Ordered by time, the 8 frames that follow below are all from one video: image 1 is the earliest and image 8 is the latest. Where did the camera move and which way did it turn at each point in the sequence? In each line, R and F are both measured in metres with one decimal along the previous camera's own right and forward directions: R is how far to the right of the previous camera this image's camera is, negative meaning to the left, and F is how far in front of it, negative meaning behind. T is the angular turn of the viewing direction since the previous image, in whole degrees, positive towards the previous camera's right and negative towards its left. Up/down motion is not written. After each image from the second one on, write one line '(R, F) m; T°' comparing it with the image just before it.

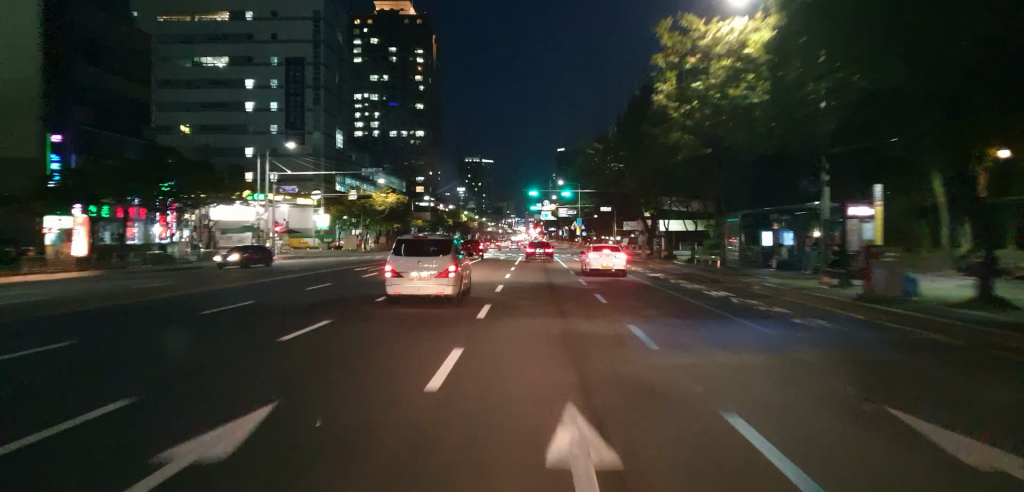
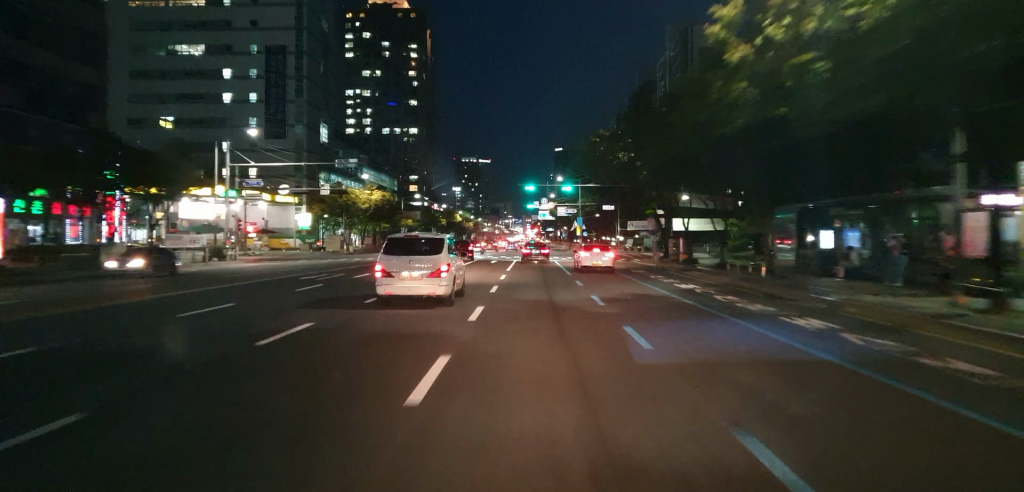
(0.0, +9.3) m; 0°
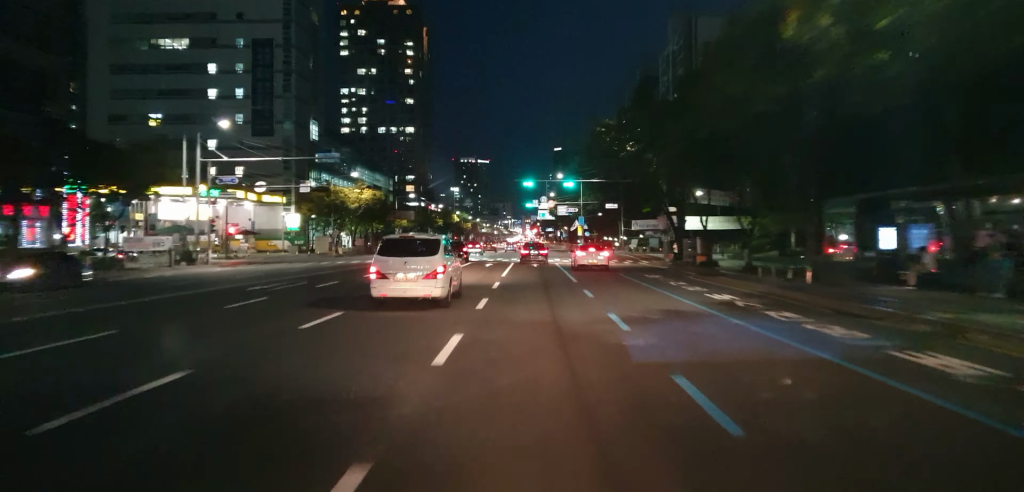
(0.0, +5.6) m; 0°
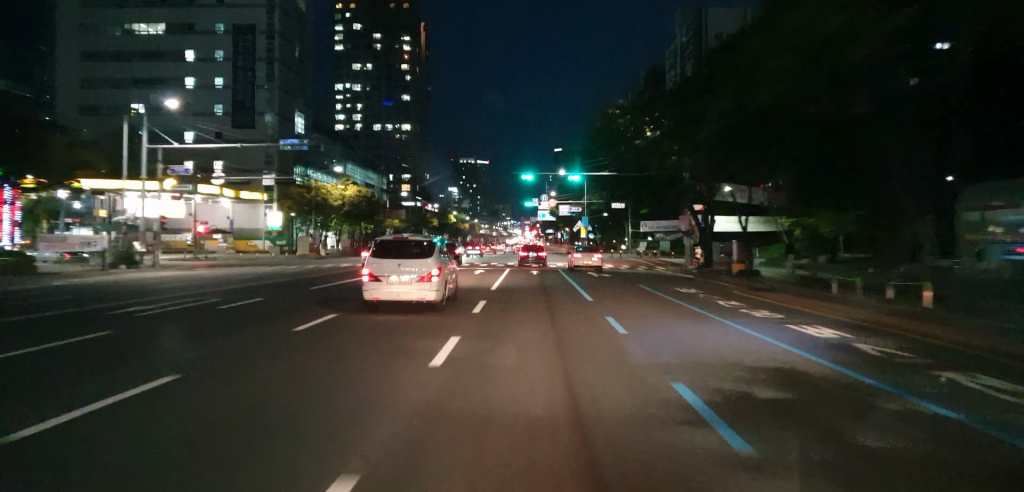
(0.0, +8.0) m; 0°
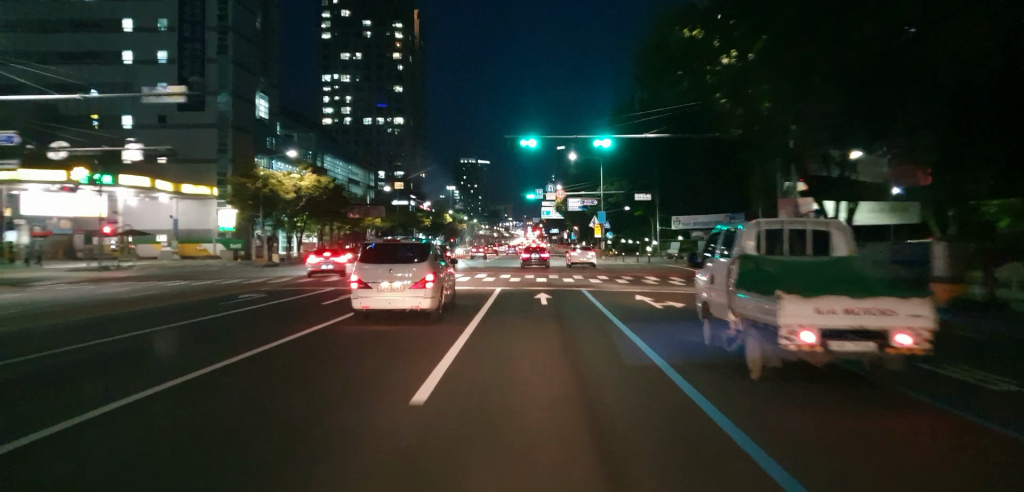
(0.0, +19.1) m; 0°
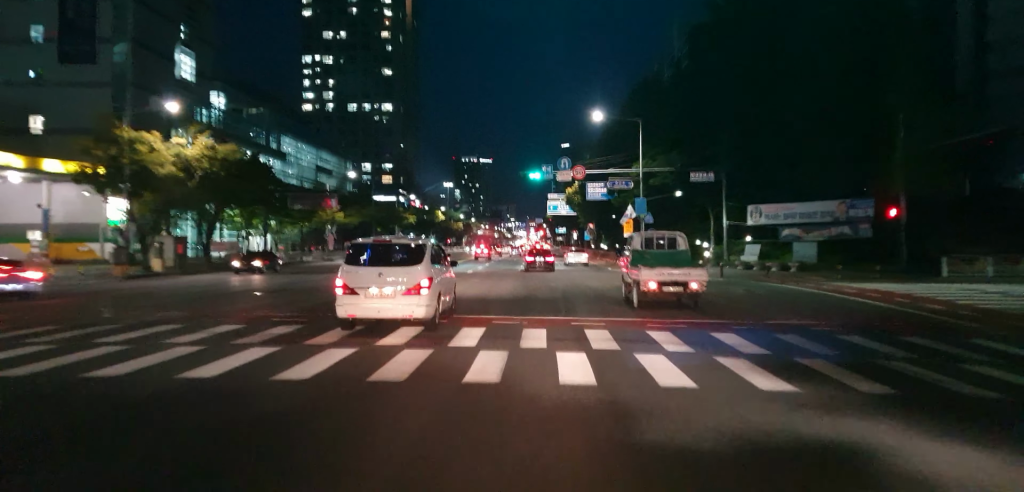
(0.0, +24.9) m; +1°
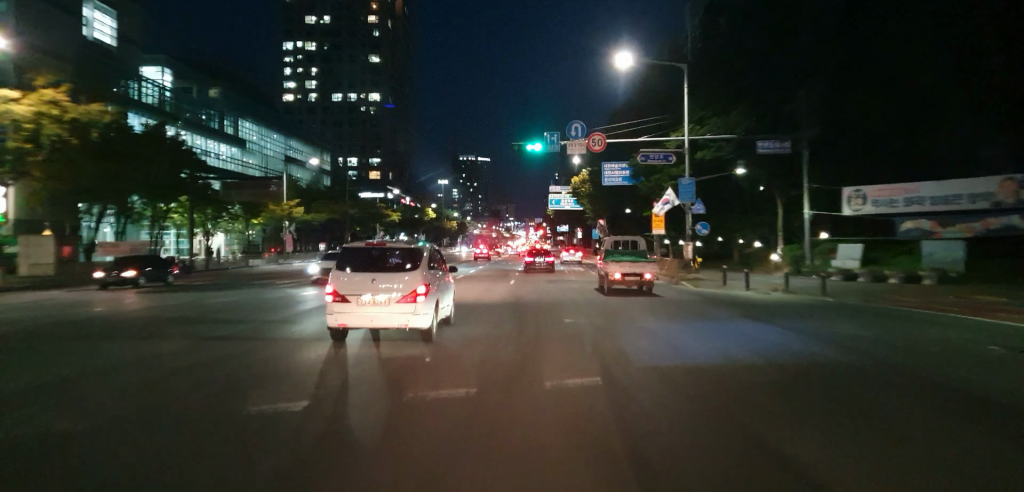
(+0.3, +15.6) m; +1°
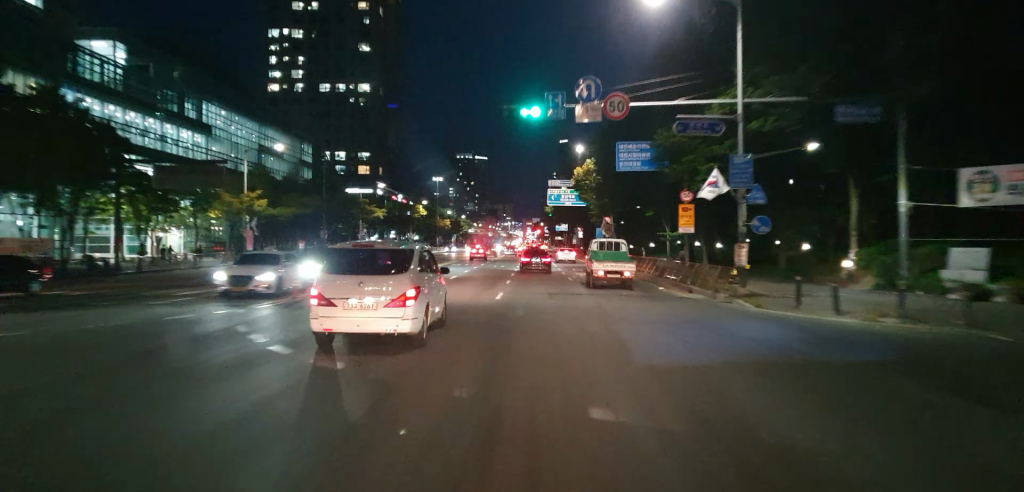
(+0.1, +9.7) m; 0°
